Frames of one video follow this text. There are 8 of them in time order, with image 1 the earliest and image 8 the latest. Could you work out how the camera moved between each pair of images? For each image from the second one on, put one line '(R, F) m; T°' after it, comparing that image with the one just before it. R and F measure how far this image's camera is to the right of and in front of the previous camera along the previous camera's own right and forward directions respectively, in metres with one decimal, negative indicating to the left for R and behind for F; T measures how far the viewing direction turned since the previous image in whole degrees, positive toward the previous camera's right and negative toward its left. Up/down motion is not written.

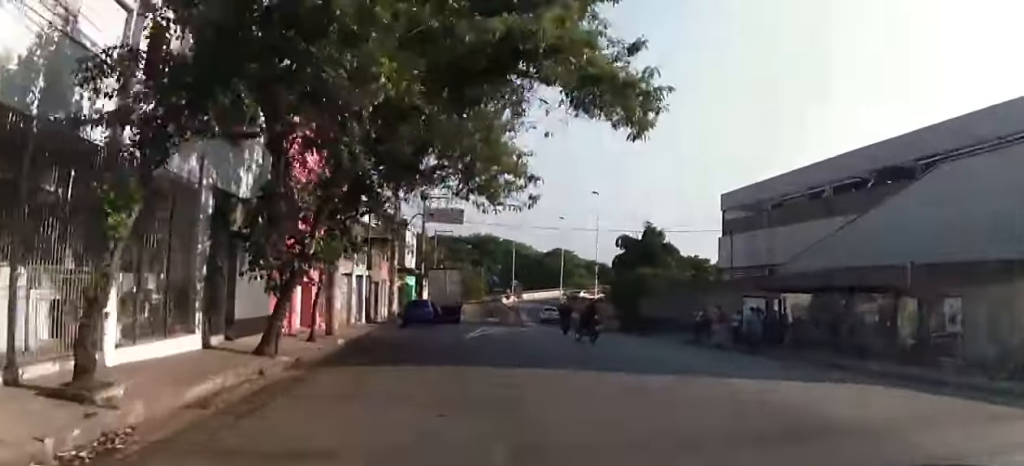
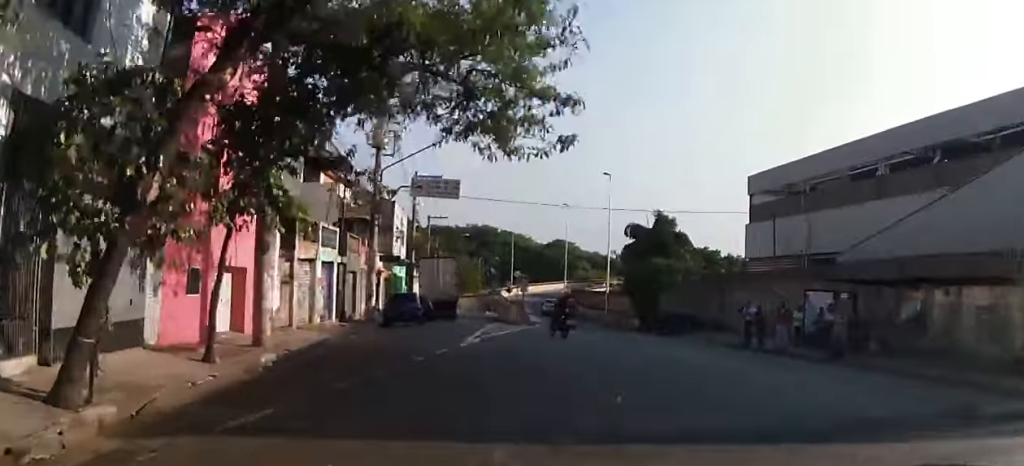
(+0.1, +7.0) m; +1°
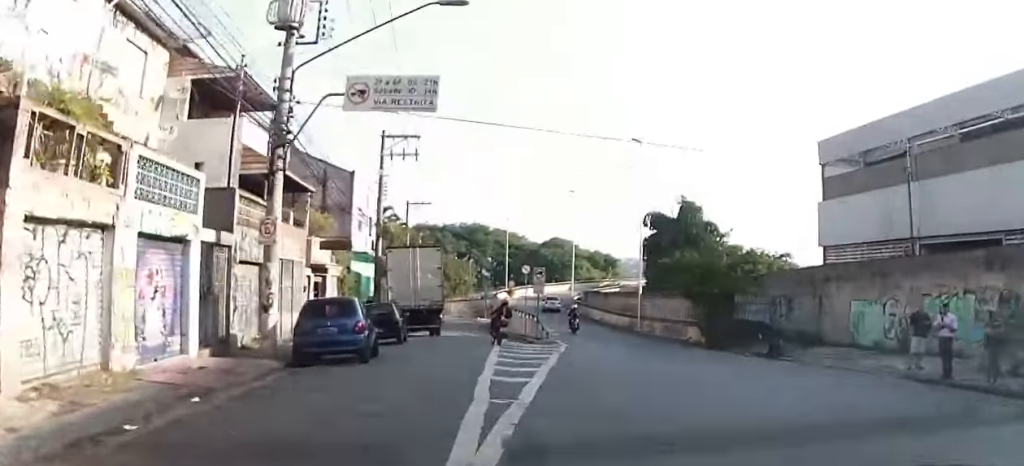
(+0.4, +13.7) m; +2°
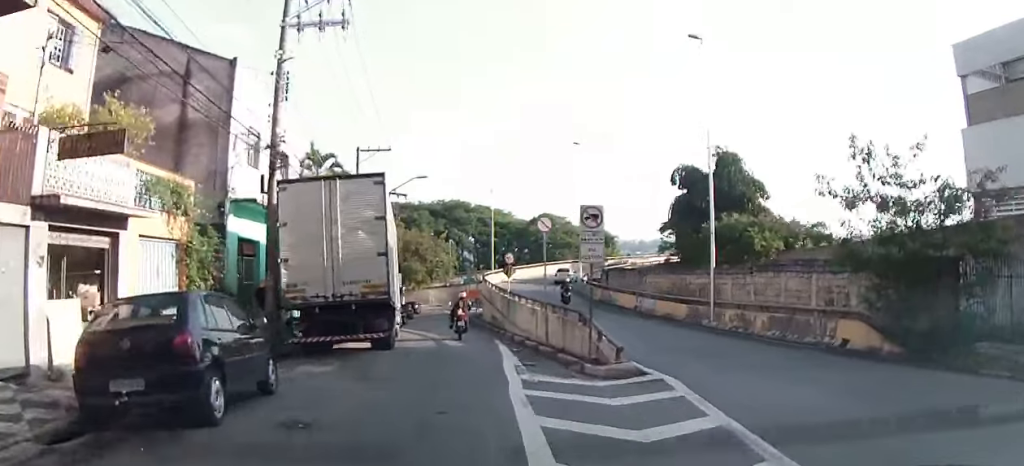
(0.0, +16.0) m; +2°
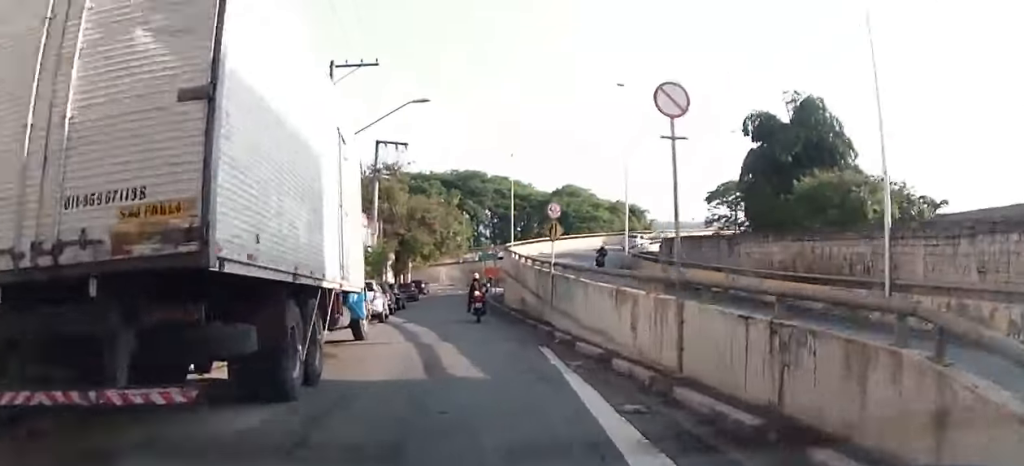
(+0.3, +11.5) m; 0°
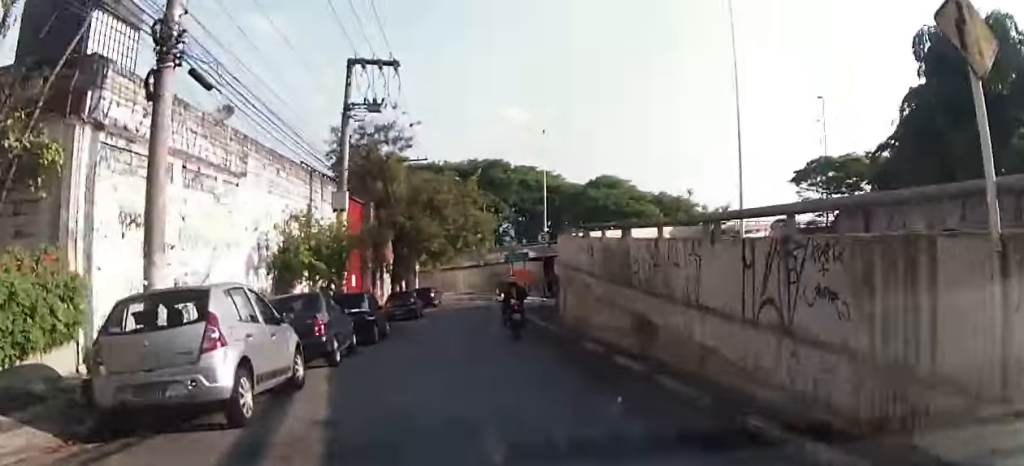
(-0.4, +16.2) m; -2°
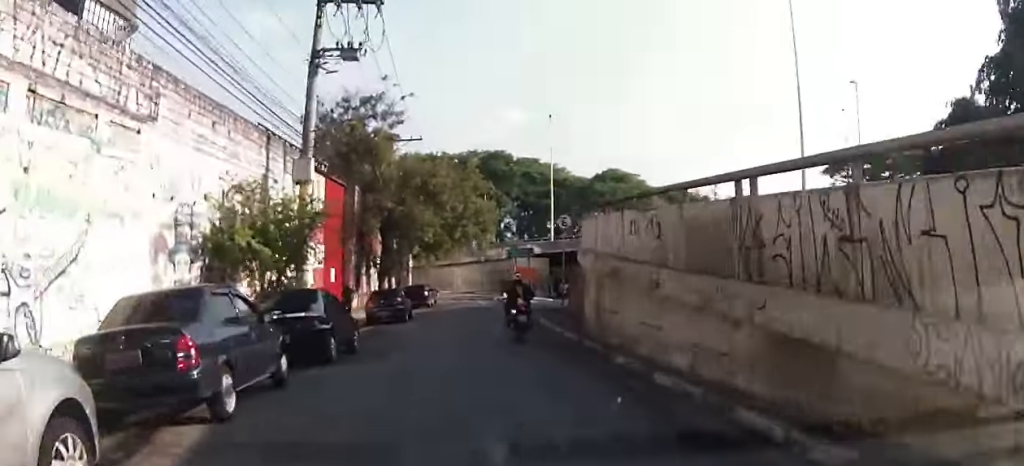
(0.0, +5.8) m; 0°
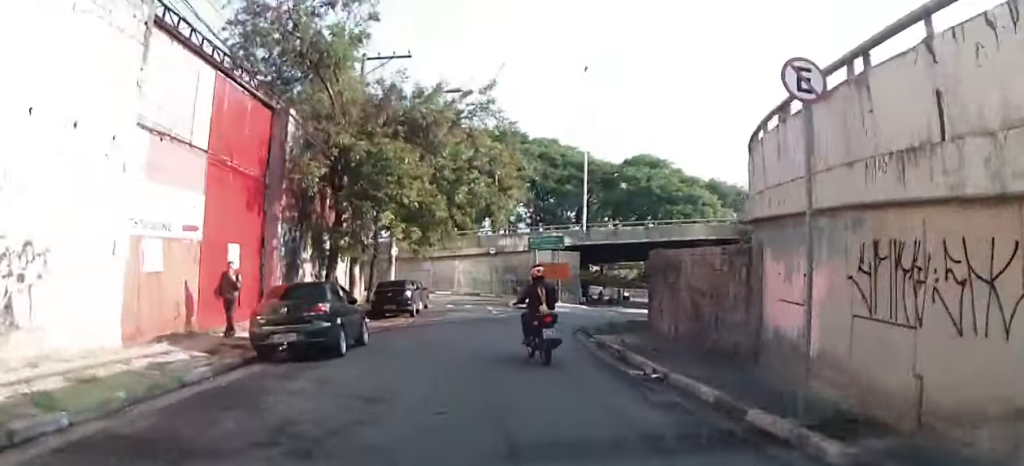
(-0.1, +15.8) m; -2°
